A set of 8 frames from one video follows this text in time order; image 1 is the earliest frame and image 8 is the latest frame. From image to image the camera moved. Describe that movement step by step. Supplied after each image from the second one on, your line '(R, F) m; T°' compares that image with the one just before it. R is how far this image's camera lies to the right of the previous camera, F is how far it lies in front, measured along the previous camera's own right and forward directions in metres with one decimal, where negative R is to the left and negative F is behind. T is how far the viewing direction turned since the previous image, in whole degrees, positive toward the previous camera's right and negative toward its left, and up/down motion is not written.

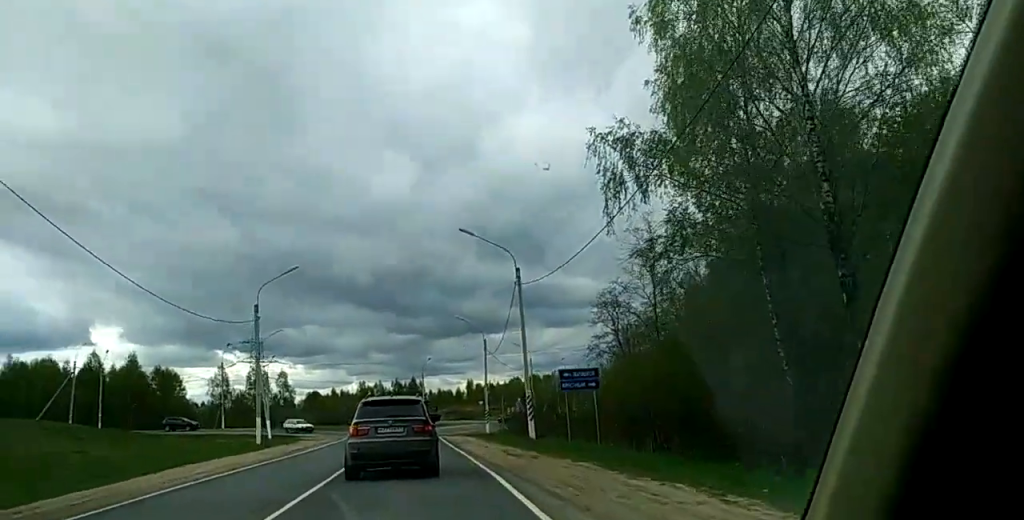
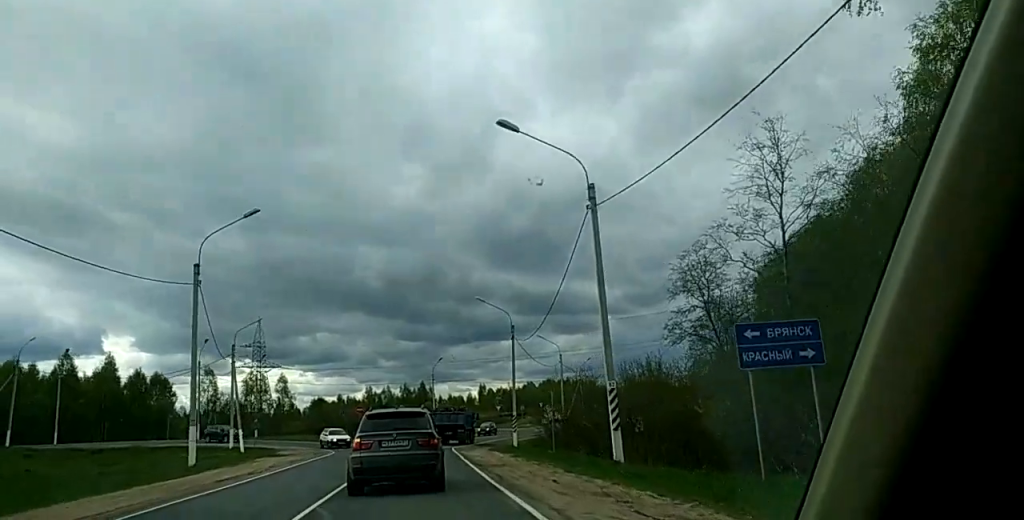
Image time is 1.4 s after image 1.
(-0.3, +18.1) m; -4°
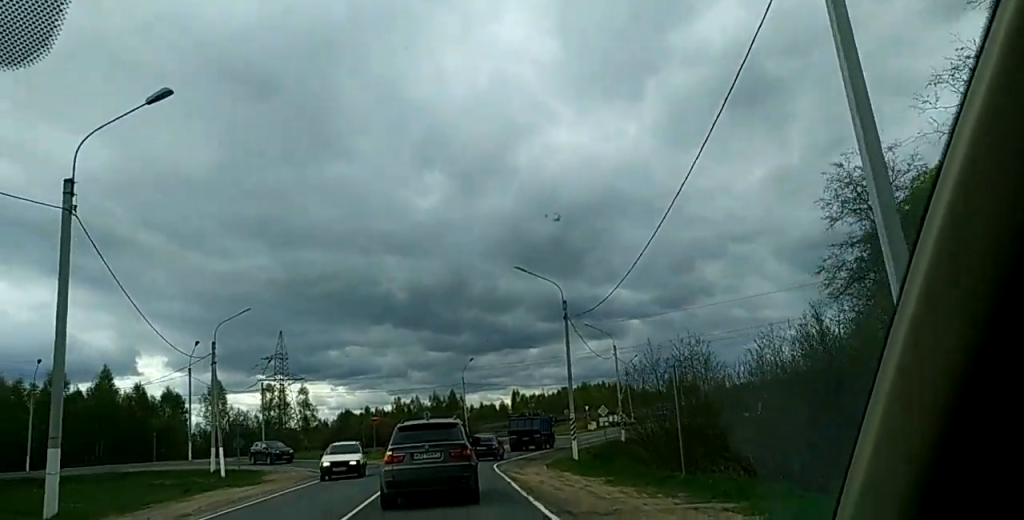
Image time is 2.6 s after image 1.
(-0.8, +16.0) m; -5°
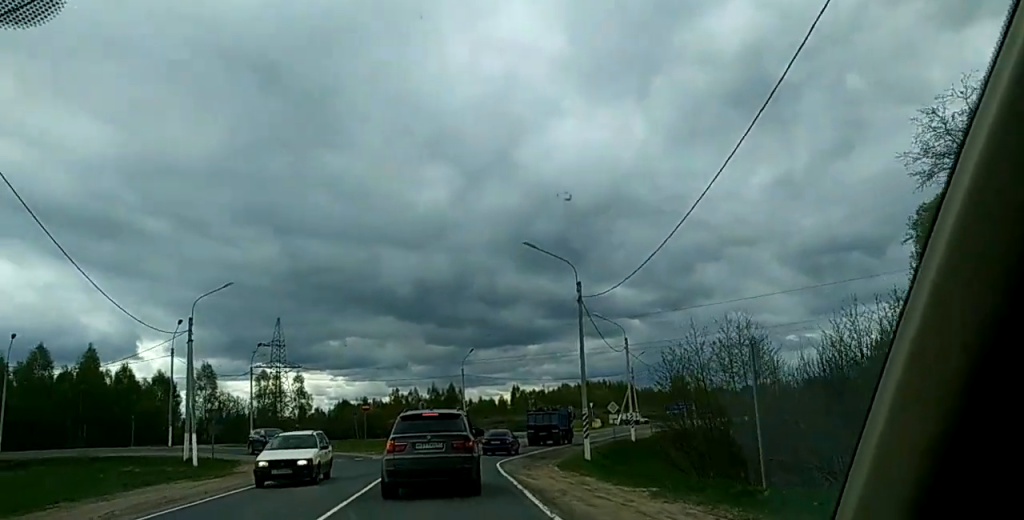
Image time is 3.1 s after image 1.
(0.0, +5.3) m; -1°
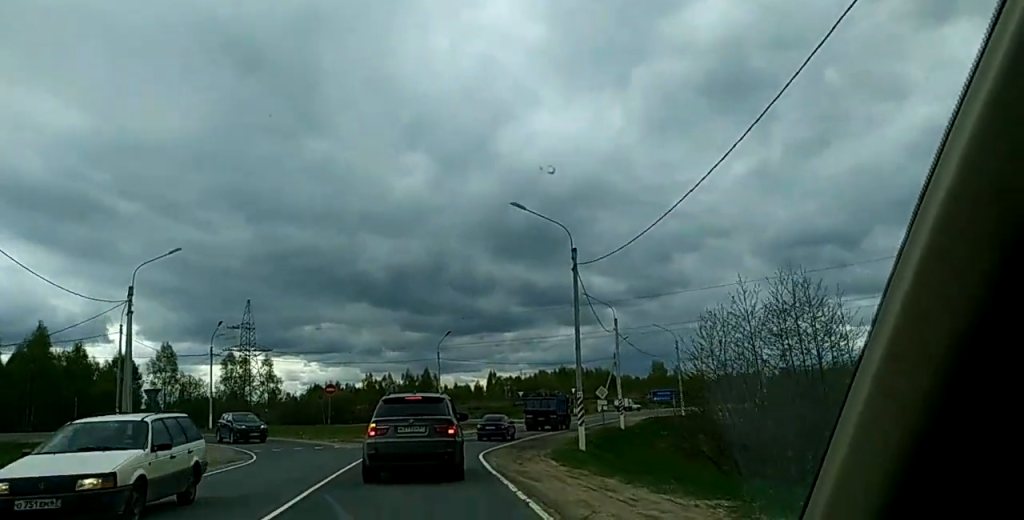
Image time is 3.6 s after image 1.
(-0.1, +5.4) m; -1°
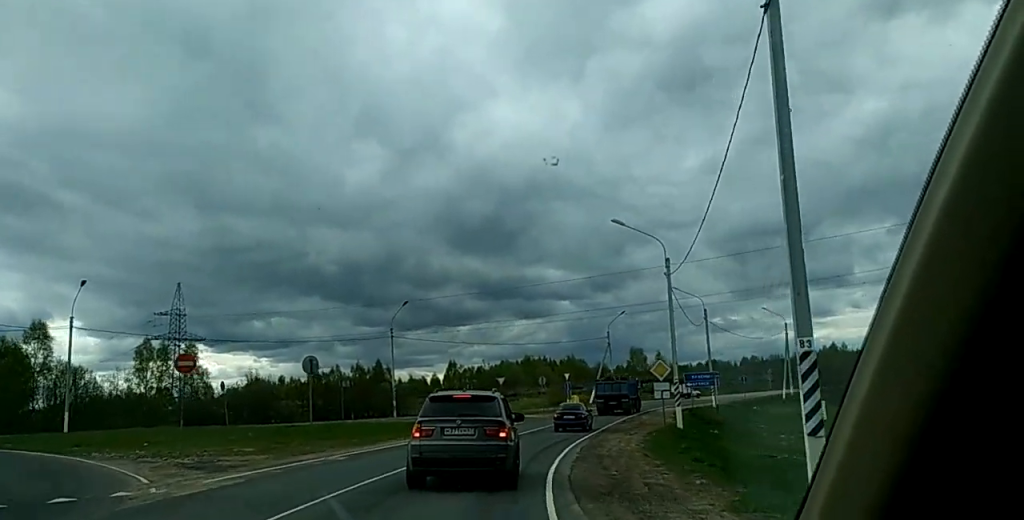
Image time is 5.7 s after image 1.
(+0.3, +22.4) m; +6°
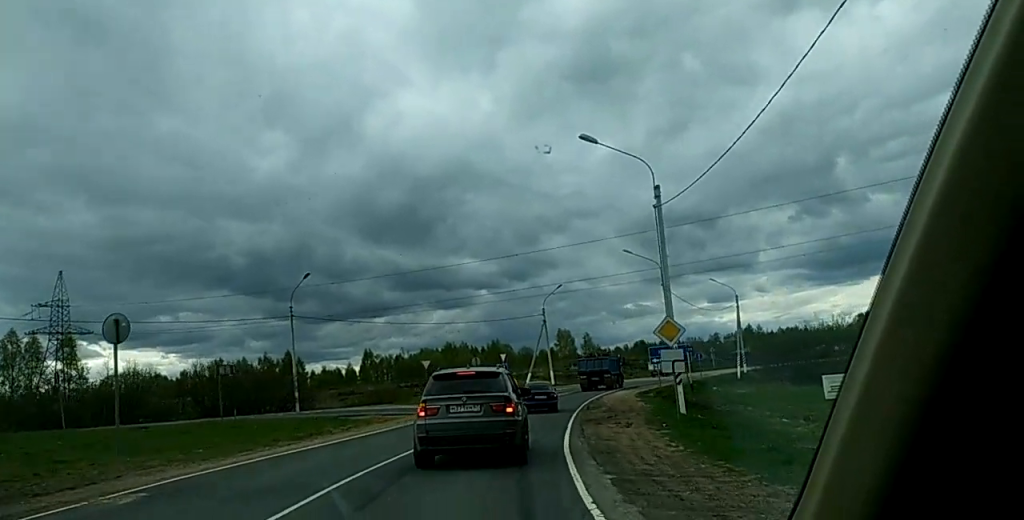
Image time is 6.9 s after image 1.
(+0.8, +11.6) m; +7°
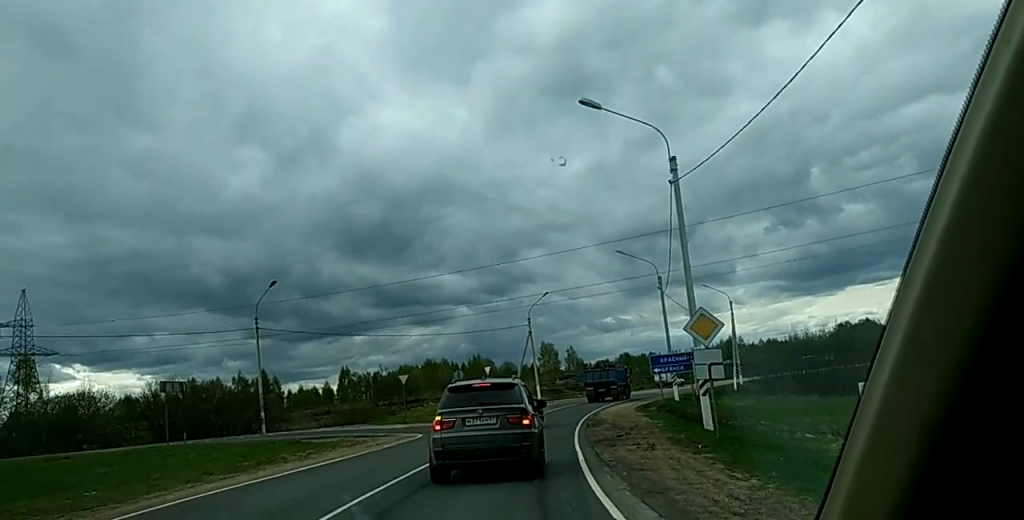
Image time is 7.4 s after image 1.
(+0.1, +4.4) m; +3°
